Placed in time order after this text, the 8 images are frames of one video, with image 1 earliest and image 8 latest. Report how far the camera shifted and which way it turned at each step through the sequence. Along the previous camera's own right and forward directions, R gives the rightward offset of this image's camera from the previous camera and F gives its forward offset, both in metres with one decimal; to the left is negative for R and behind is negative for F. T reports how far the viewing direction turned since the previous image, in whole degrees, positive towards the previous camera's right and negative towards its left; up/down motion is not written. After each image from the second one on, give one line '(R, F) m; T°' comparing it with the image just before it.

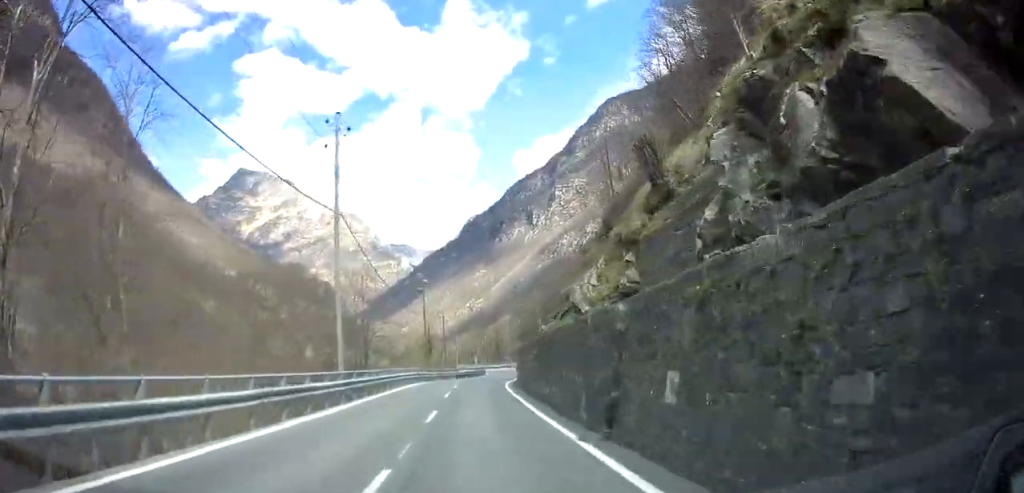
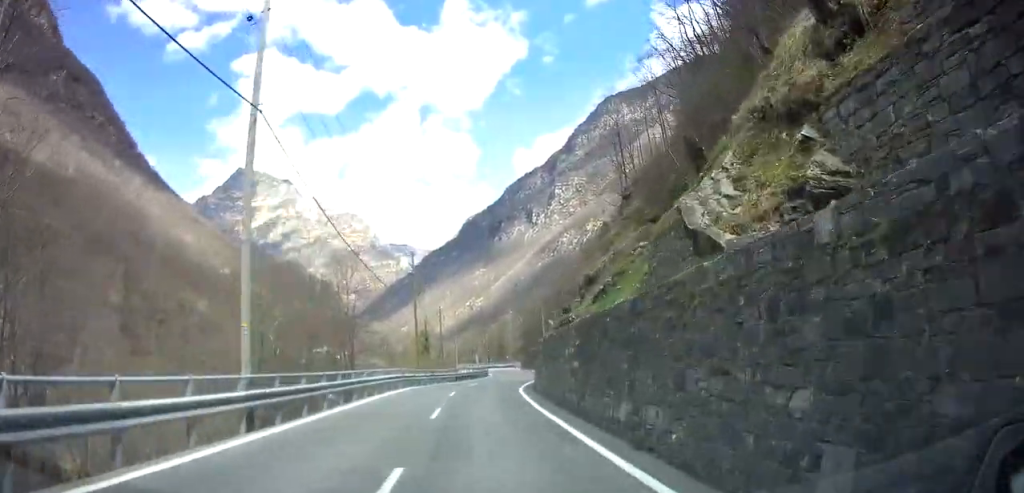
(0.0, +8.1) m; 0°
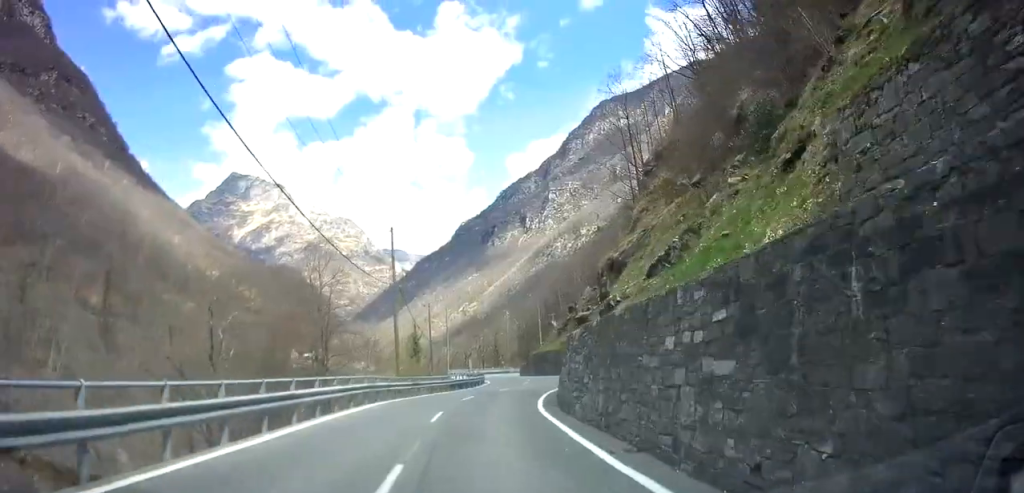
(-0.1, +8.5) m; +1°
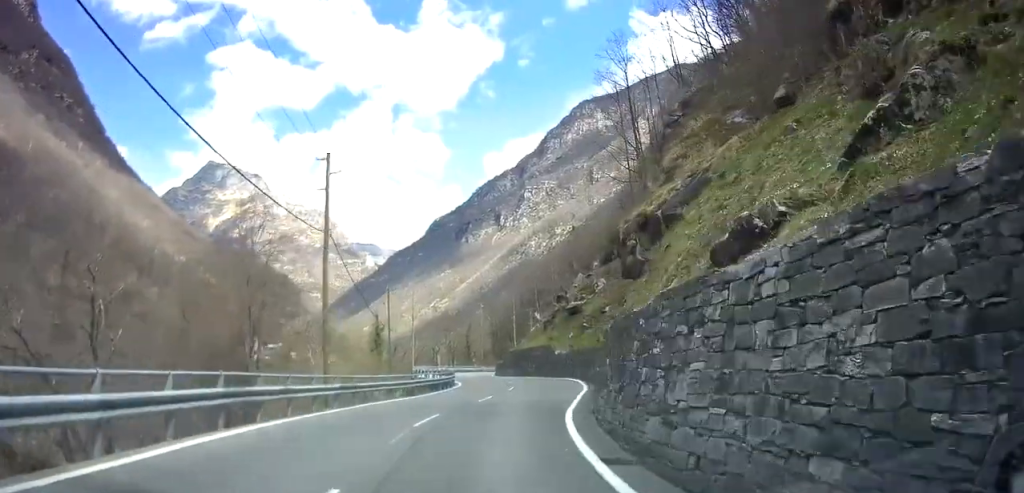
(+0.3, +10.6) m; +4°
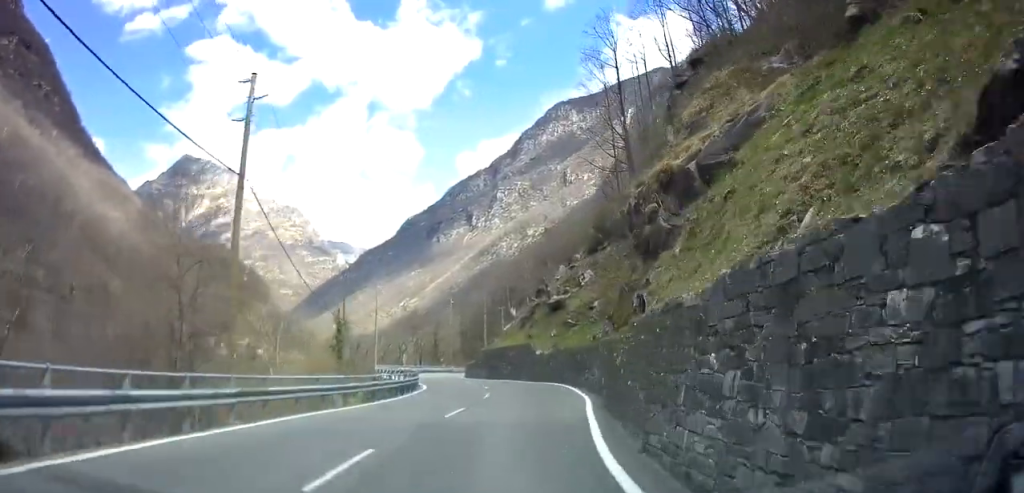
(+0.1, +5.9) m; +3°
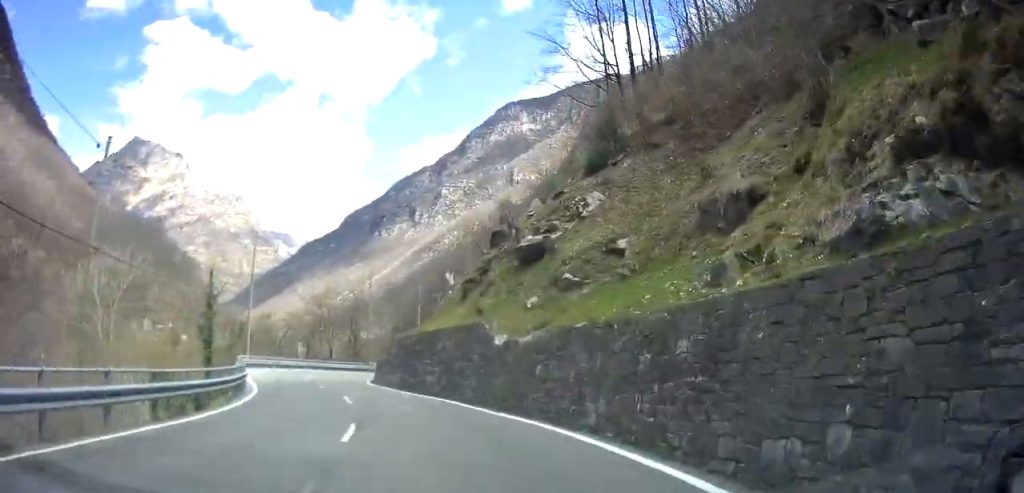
(+1.7, +22.1) m; +2°
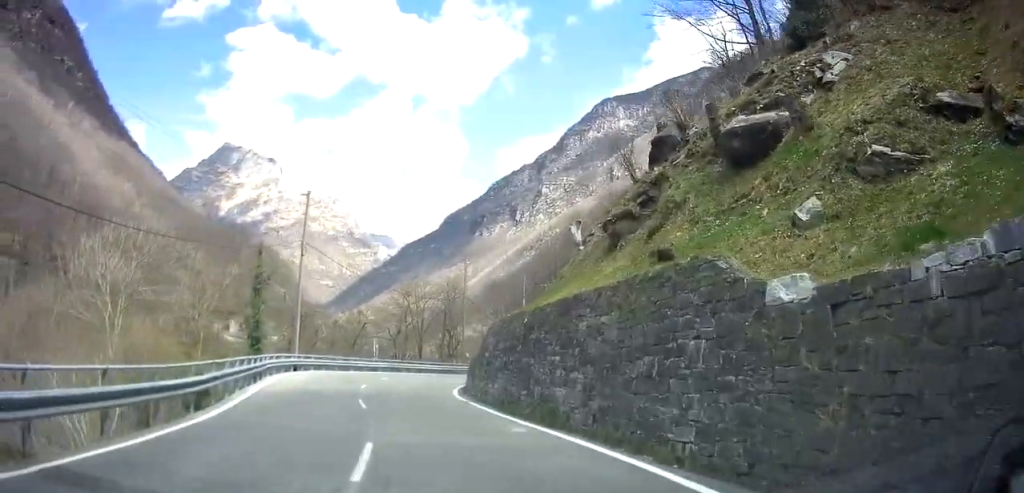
(-0.7, +11.8) m; -6°
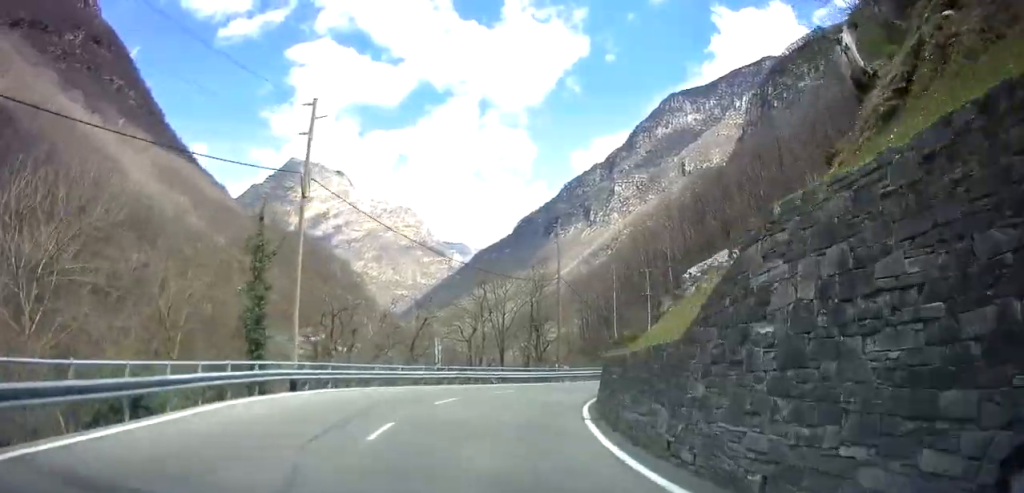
(-0.8, +14.8) m; -4°
